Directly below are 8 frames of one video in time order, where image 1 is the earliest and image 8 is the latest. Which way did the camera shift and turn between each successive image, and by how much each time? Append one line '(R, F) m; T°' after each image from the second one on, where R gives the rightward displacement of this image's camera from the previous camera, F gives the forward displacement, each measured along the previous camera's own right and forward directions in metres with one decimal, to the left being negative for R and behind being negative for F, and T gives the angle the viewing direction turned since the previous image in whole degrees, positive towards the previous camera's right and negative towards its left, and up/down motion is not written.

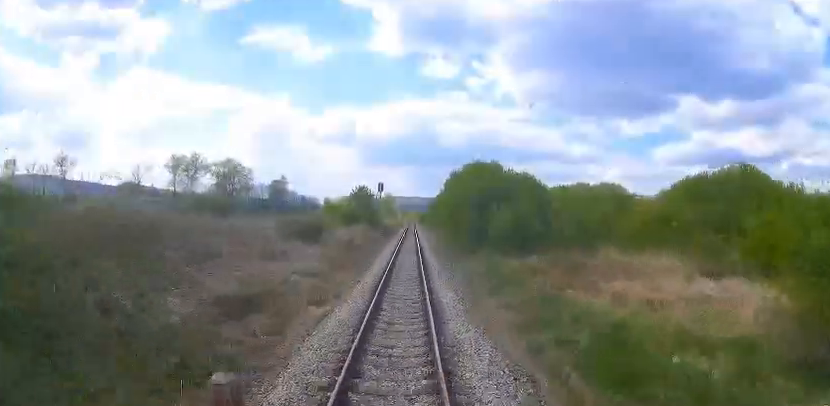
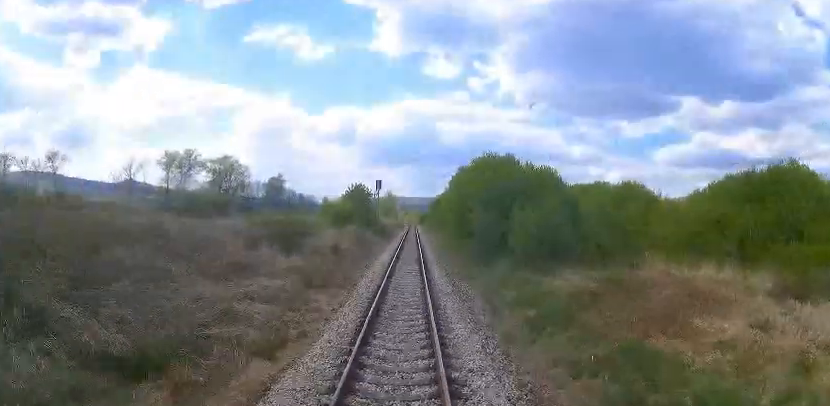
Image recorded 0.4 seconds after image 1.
(-0.2, +5.0) m; -1°
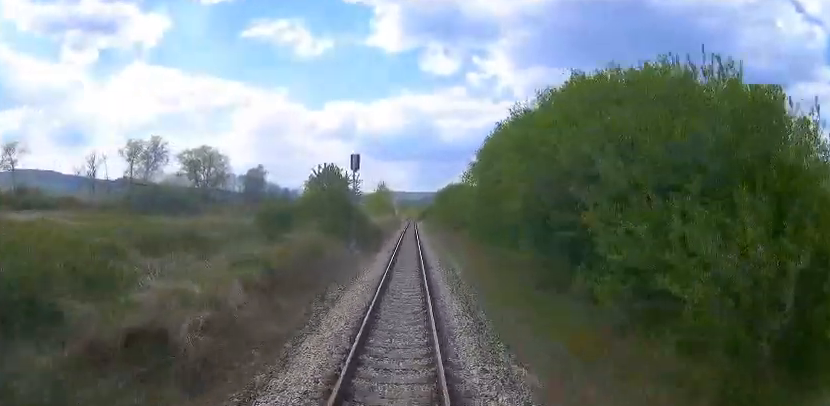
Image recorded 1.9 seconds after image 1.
(-0.1, +18.3) m; +1°
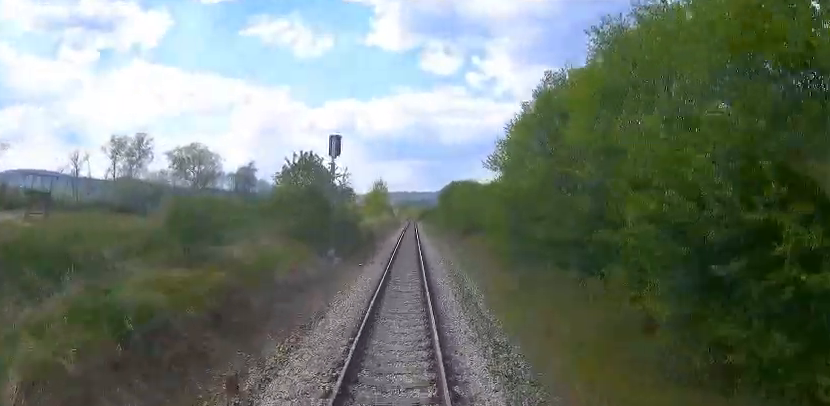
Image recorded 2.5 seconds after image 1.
(-0.1, +7.5) m; +1°
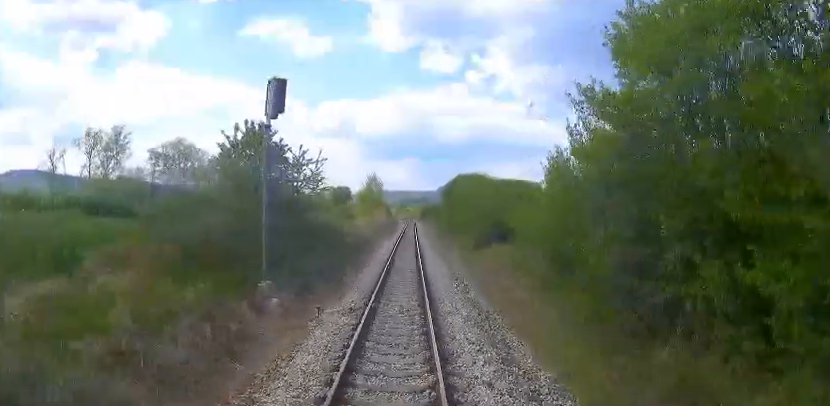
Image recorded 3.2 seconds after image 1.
(+0.3, +9.3) m; 0°
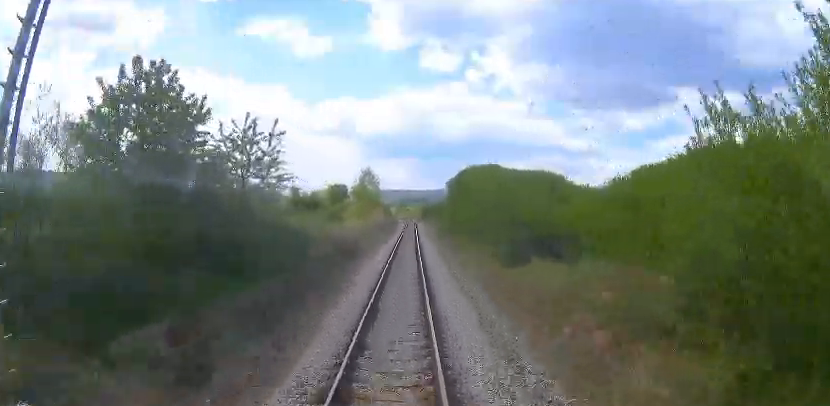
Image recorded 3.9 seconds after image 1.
(0.0, +8.5) m; 0°
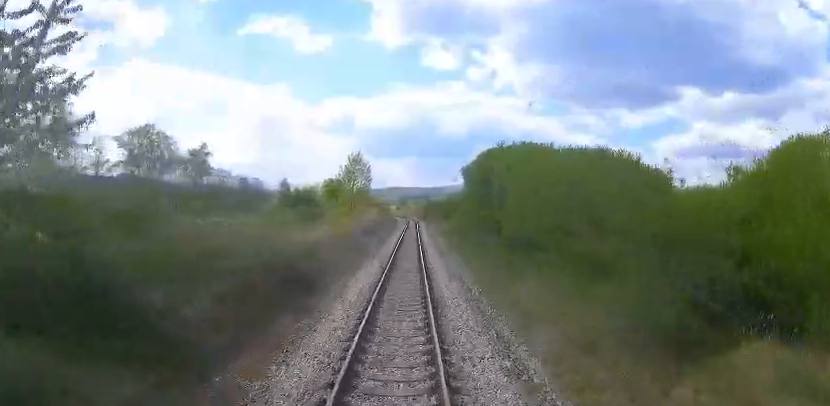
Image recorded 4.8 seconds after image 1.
(-0.2, +11.9) m; 0°
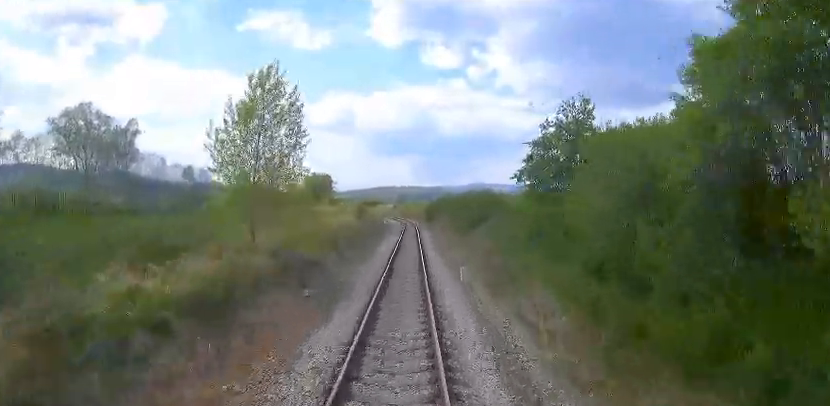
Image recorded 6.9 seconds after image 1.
(-0.1, +27.3) m; -1°
